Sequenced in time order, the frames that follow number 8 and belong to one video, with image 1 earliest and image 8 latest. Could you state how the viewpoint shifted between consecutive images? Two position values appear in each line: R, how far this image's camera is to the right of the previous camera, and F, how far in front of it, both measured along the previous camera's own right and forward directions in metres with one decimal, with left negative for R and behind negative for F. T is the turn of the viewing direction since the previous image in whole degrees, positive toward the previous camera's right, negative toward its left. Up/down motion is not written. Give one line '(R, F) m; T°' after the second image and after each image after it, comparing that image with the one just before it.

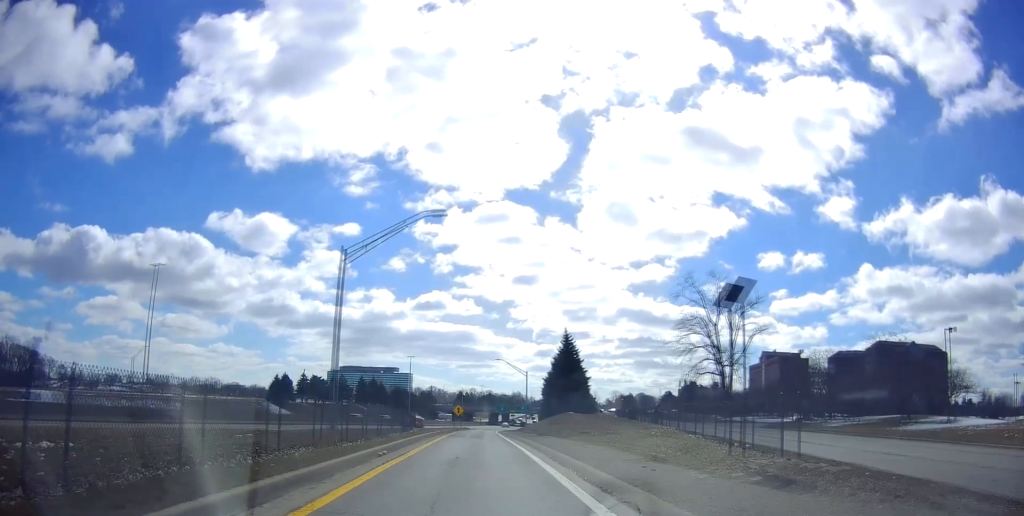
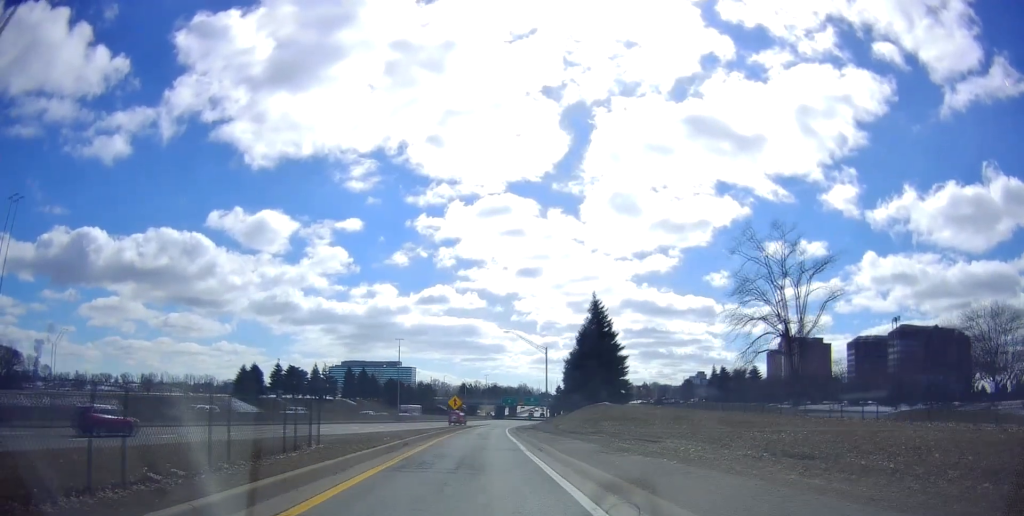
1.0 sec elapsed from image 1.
(-0.7, +20.6) m; -1°
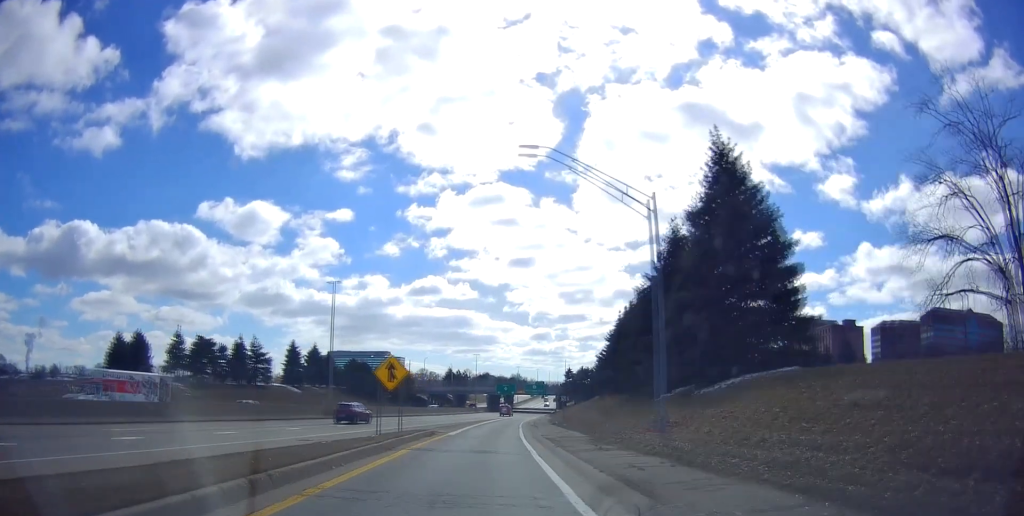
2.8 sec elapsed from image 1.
(+1.0, +35.3) m; +3°
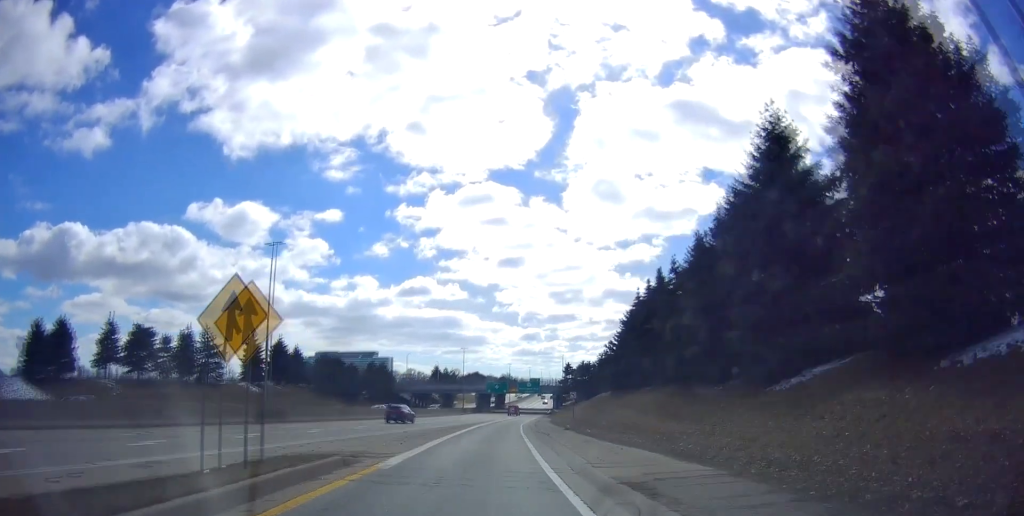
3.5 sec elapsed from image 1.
(+0.1, +15.0) m; +1°
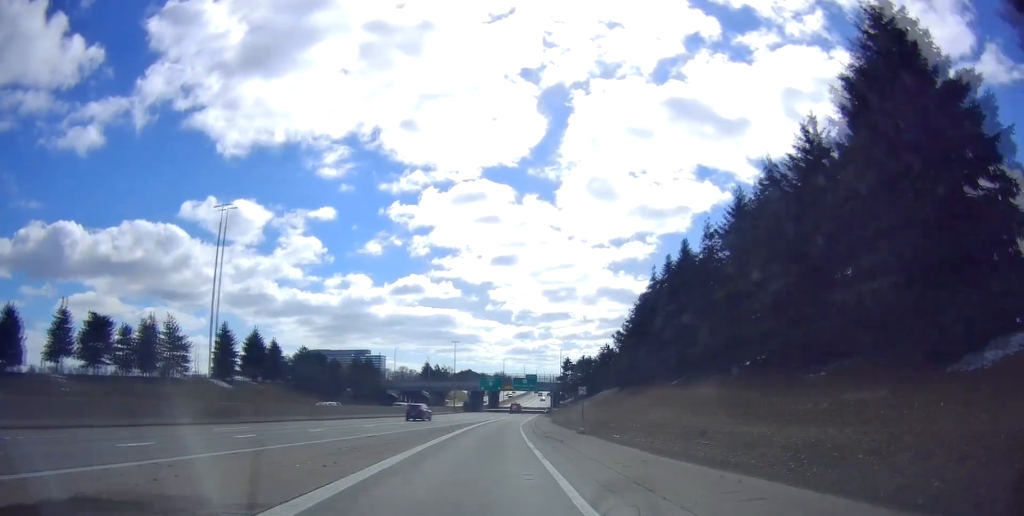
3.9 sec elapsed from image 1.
(-0.1, +8.7) m; +1°
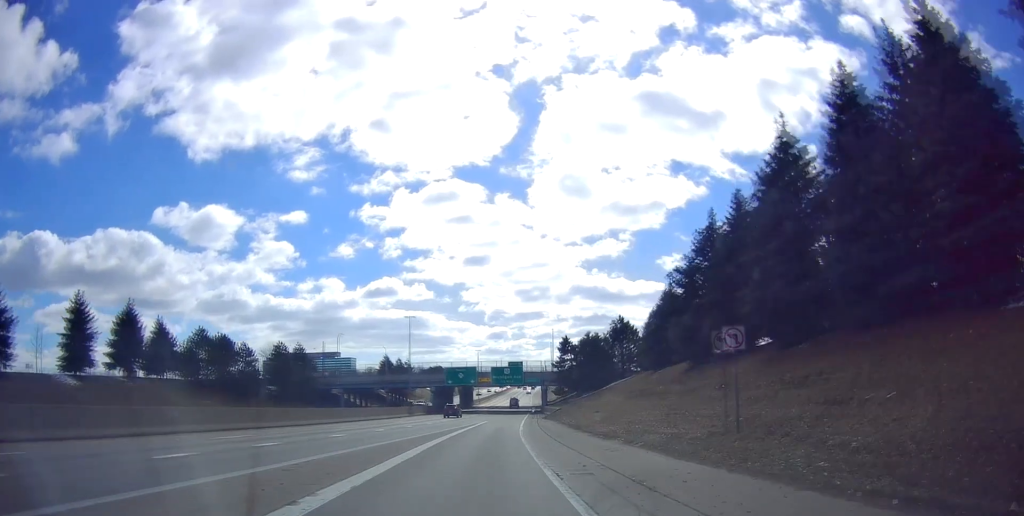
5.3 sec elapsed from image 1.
(+0.8, +34.5) m; +2°
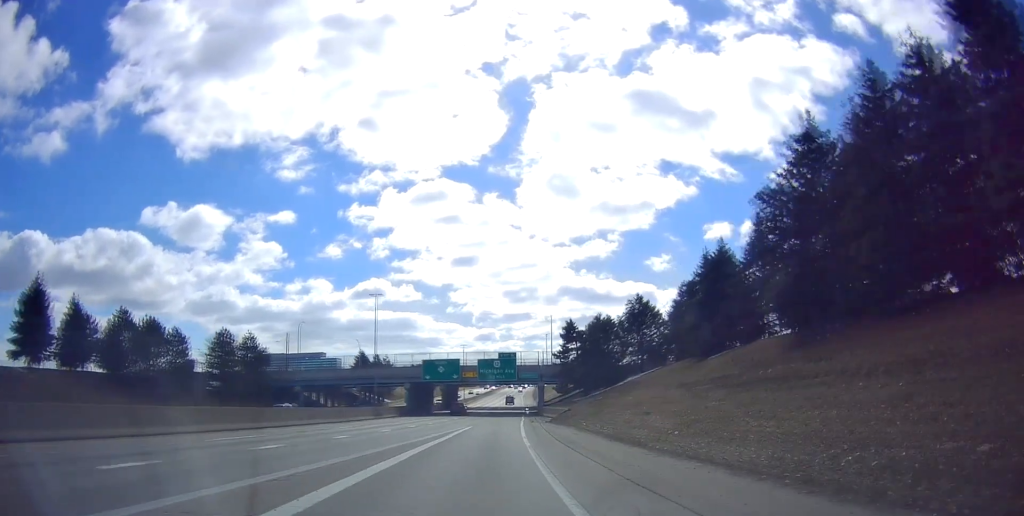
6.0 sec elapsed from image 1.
(+0.1, +18.2) m; 0°
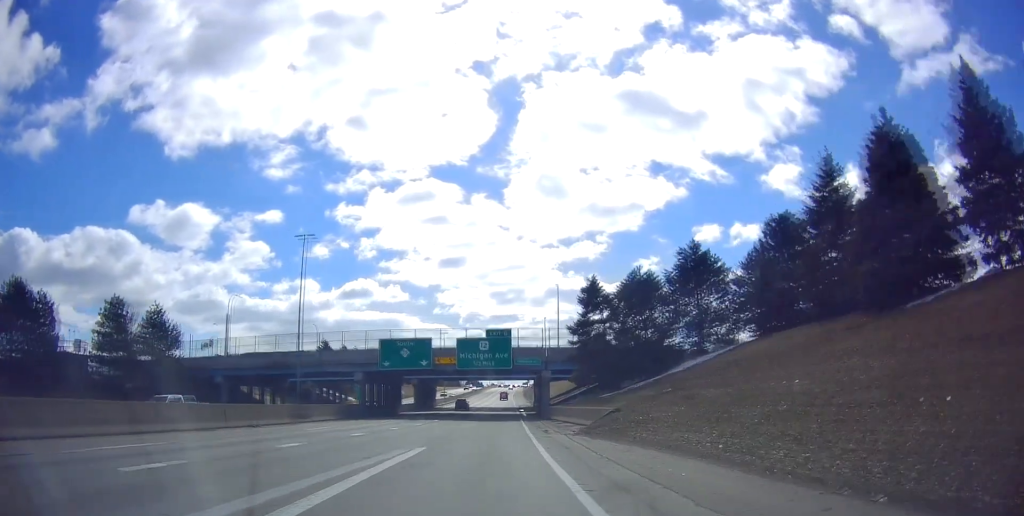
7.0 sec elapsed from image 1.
(0.0, +21.5) m; 0°
